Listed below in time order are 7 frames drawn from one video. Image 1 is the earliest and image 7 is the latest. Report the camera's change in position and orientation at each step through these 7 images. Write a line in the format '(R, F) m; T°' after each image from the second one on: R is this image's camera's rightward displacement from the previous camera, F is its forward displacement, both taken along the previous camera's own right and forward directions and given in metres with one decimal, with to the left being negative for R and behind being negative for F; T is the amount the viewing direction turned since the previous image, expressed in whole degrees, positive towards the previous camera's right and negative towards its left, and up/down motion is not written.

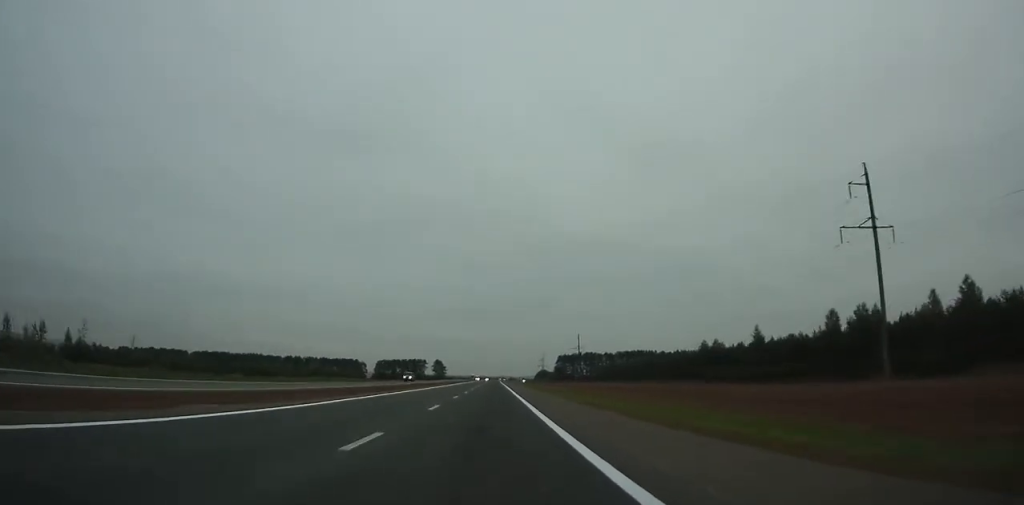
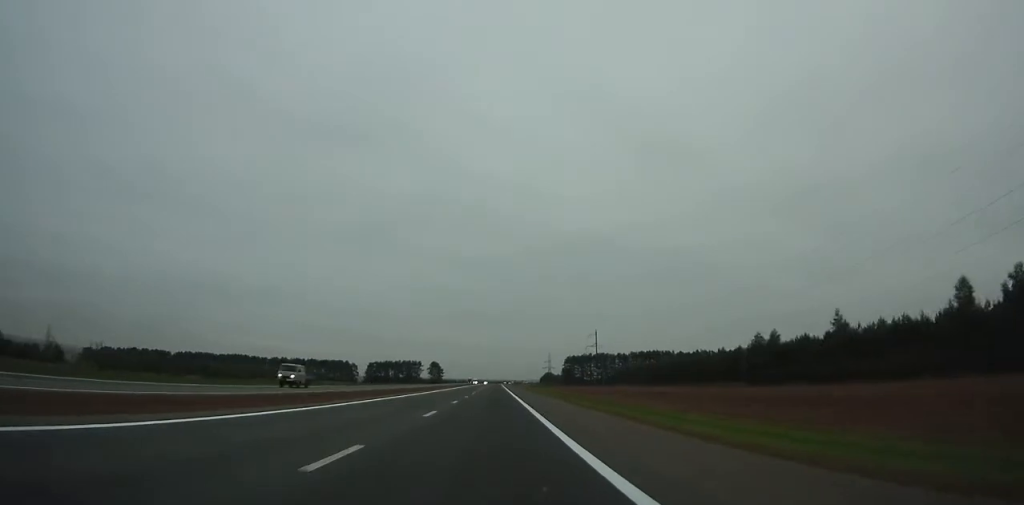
(0.0, +38.6) m; 0°
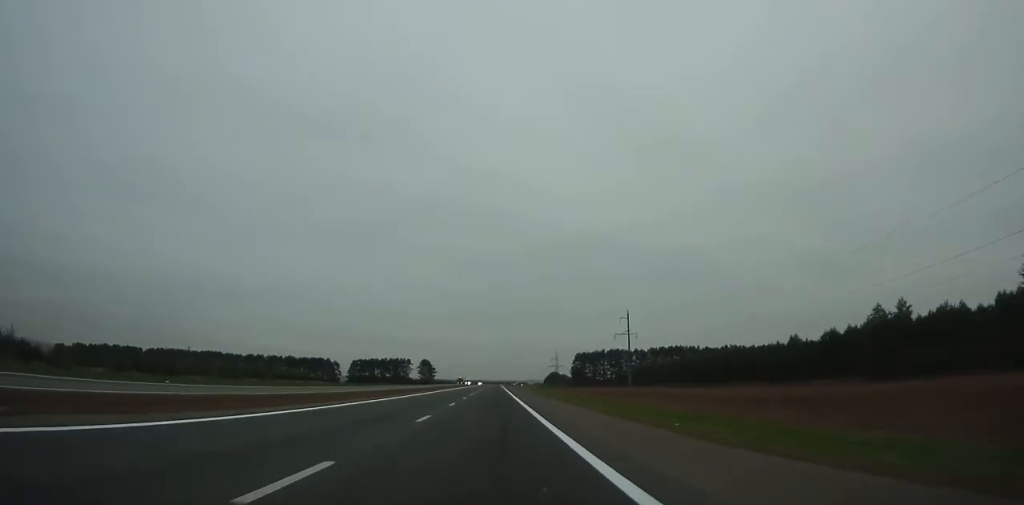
(0.0, +49.8) m; 0°
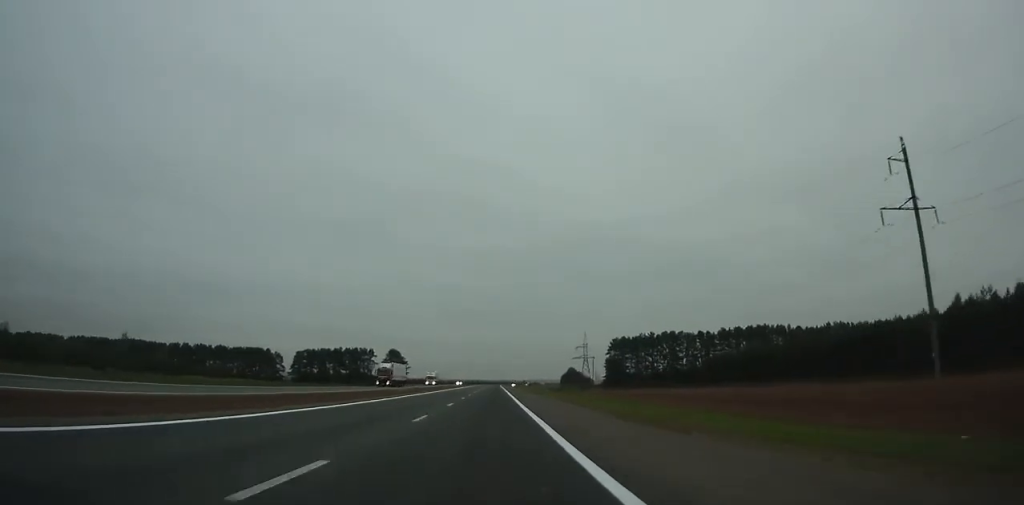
(+0.4, +108.1) m; 0°
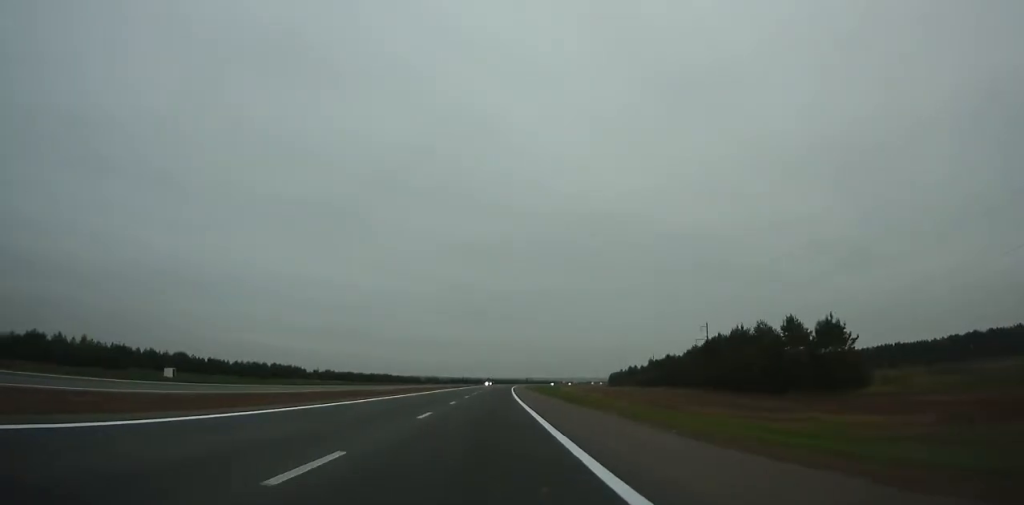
(-0.7, +226.6) m; 0°
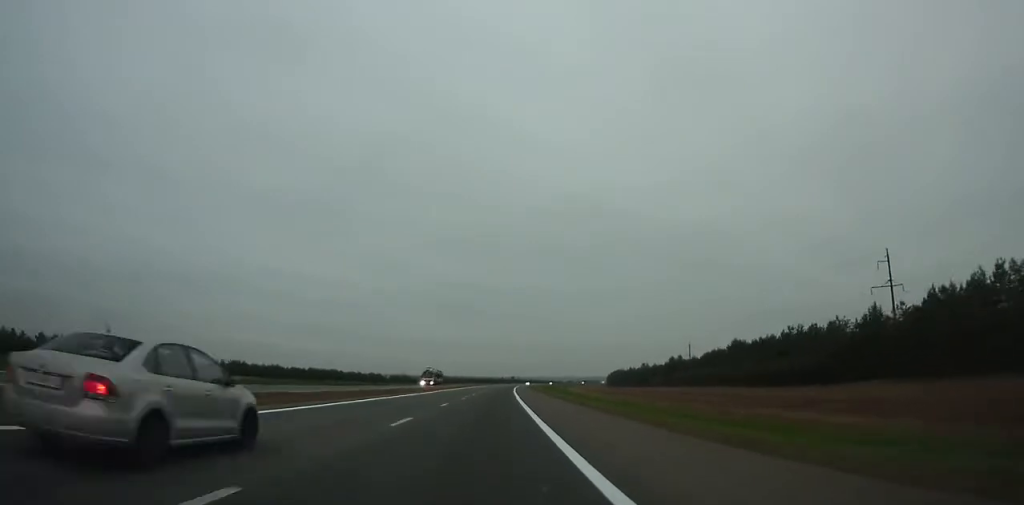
(+0.7, +98.9) m; +1°
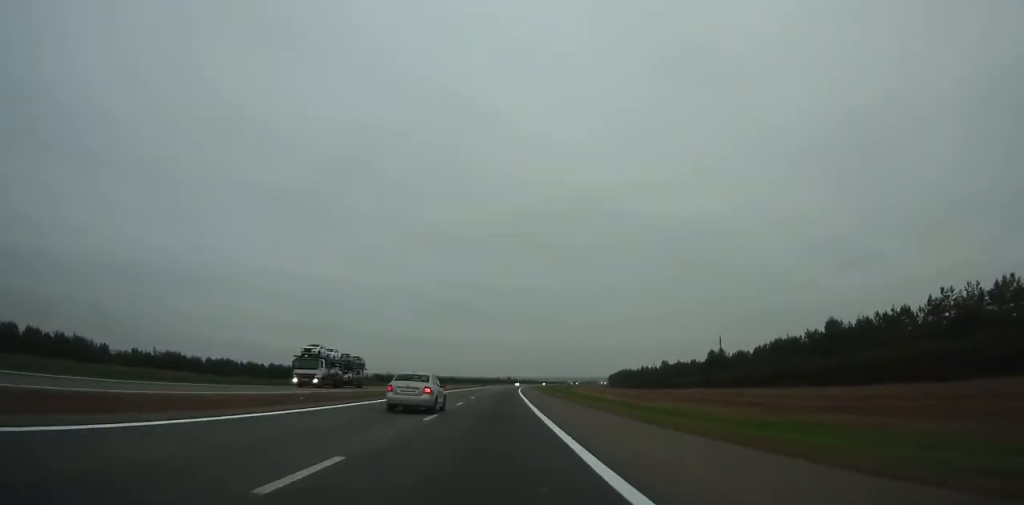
(+0.3, +45.6) m; +1°
